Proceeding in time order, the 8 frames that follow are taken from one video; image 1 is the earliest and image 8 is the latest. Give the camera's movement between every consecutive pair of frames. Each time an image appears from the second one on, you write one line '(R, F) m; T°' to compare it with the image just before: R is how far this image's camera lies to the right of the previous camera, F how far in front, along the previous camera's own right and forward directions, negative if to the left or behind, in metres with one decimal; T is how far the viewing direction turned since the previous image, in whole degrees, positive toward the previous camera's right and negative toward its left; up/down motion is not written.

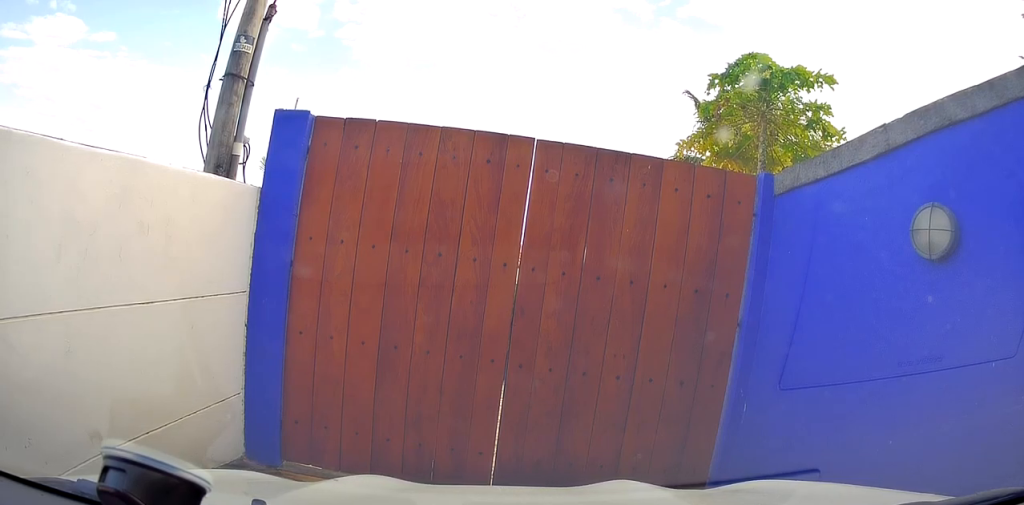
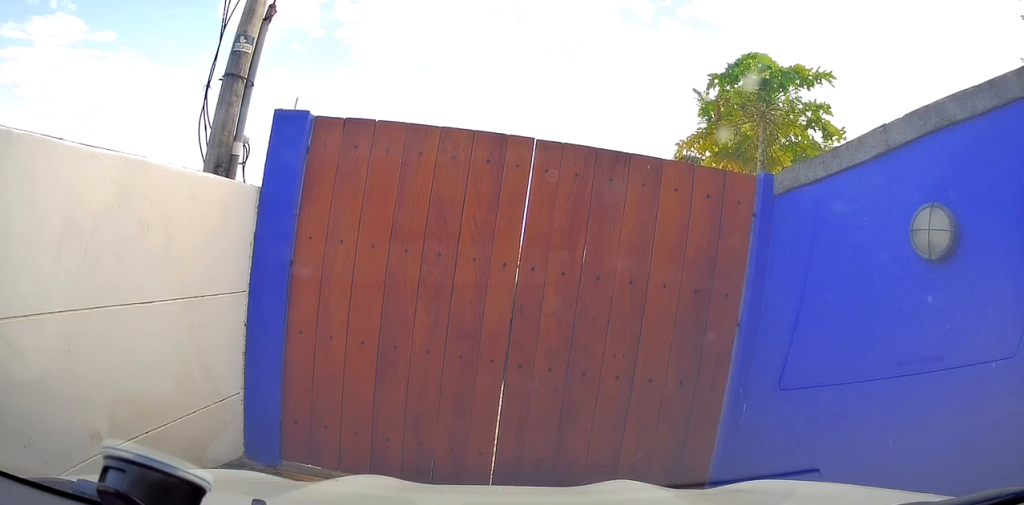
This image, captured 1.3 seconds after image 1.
(0.0, 0.0) m; 0°
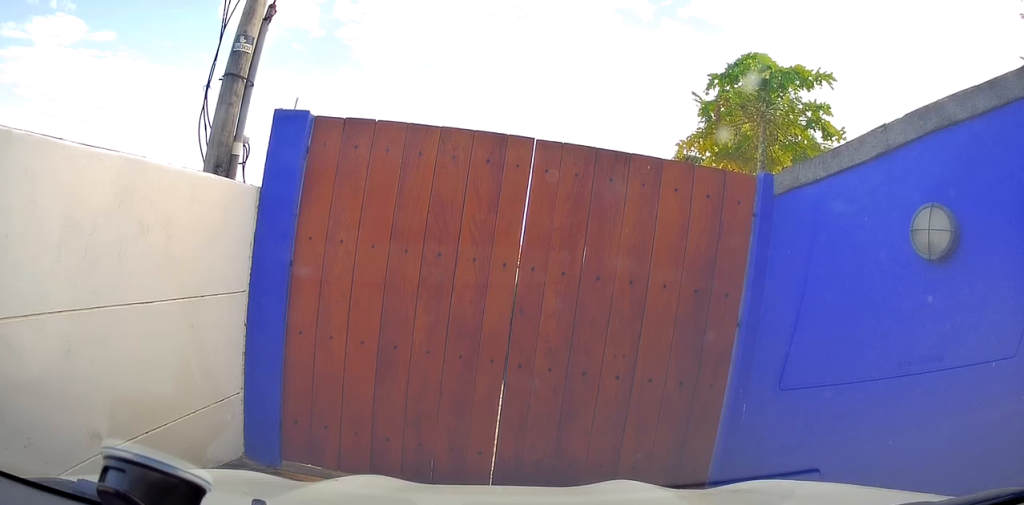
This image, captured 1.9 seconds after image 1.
(0.0, 0.0) m; 0°
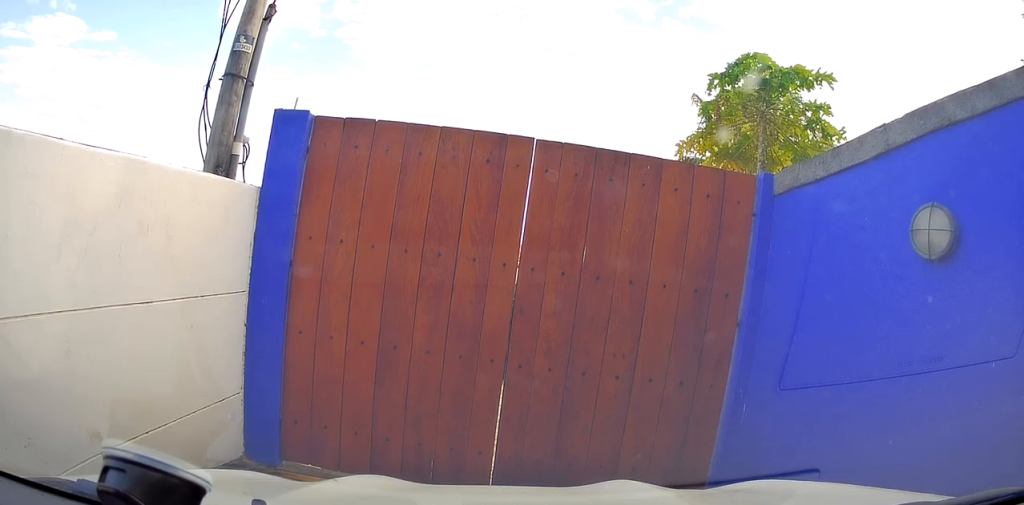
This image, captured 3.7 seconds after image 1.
(0.0, 0.0) m; 0°
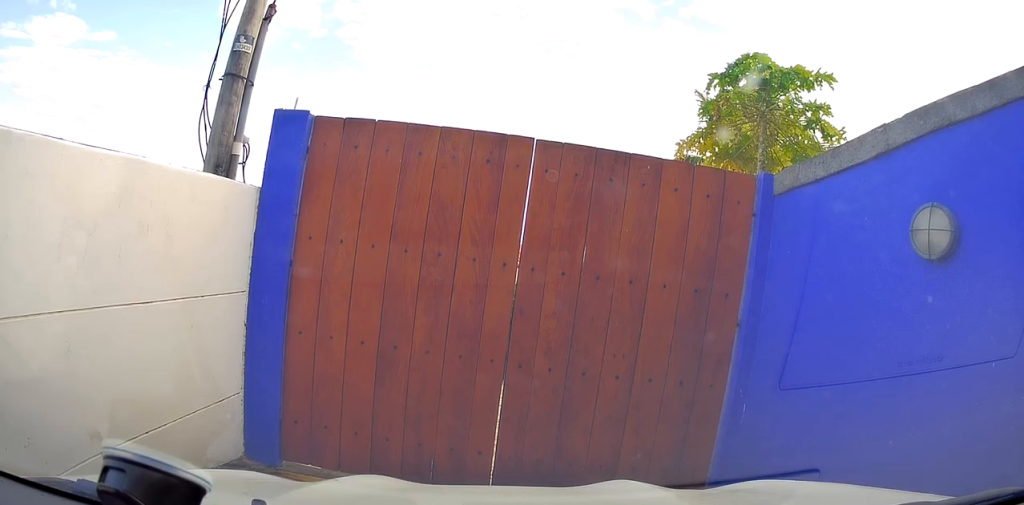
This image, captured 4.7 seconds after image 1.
(0.0, 0.0) m; 0°
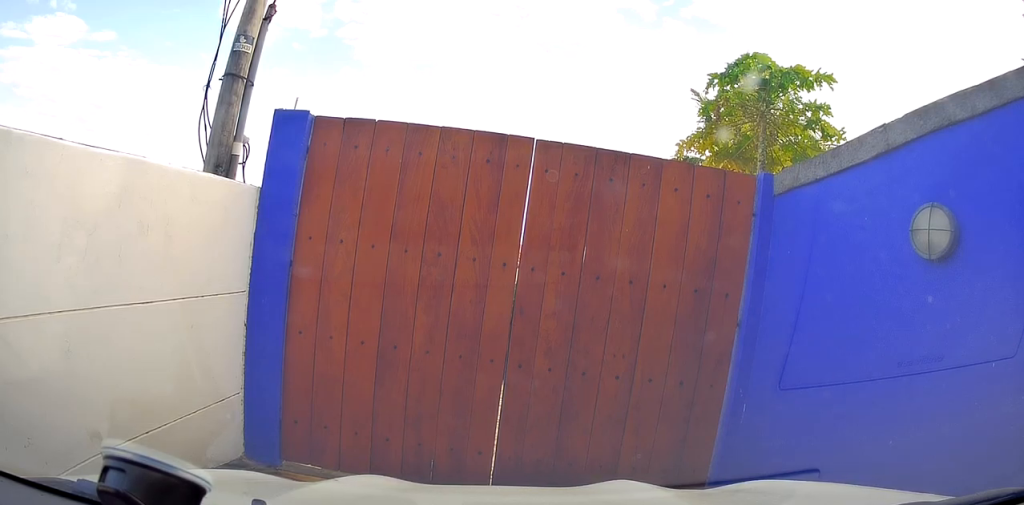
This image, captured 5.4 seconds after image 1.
(0.0, 0.0) m; 0°
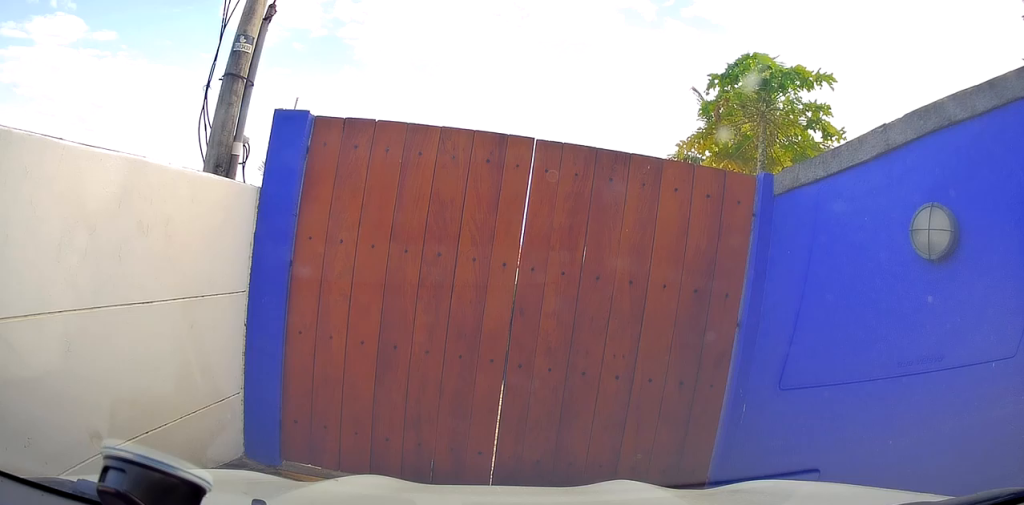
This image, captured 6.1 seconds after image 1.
(0.0, 0.0) m; 0°
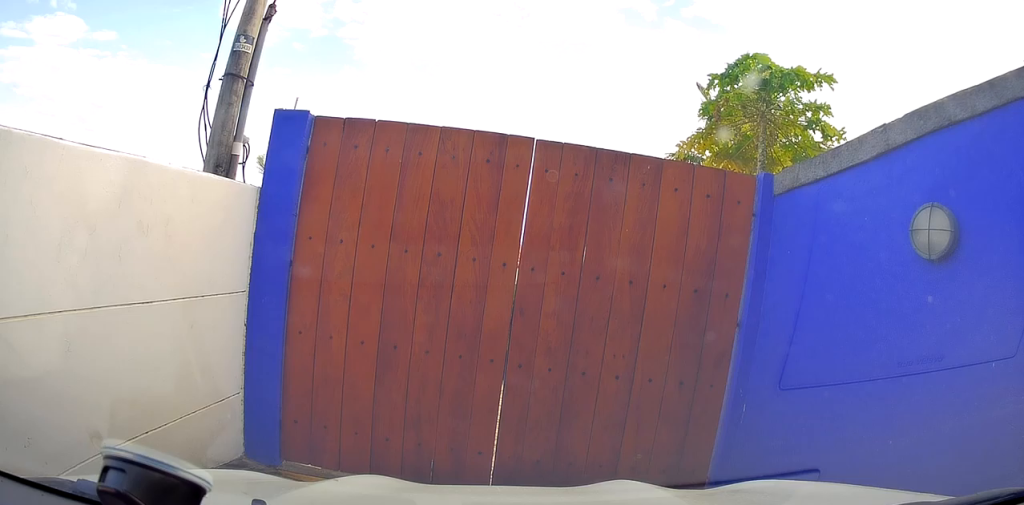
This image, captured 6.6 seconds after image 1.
(0.0, 0.0) m; 0°
